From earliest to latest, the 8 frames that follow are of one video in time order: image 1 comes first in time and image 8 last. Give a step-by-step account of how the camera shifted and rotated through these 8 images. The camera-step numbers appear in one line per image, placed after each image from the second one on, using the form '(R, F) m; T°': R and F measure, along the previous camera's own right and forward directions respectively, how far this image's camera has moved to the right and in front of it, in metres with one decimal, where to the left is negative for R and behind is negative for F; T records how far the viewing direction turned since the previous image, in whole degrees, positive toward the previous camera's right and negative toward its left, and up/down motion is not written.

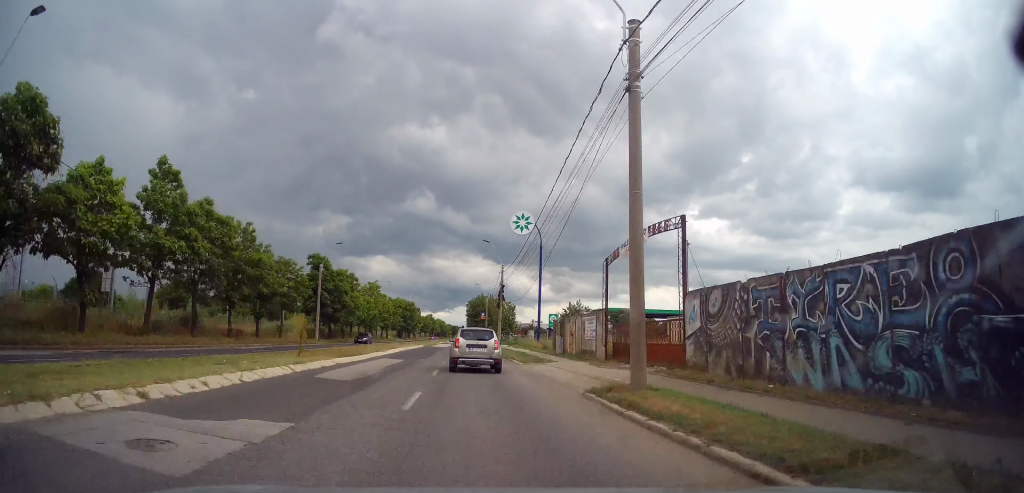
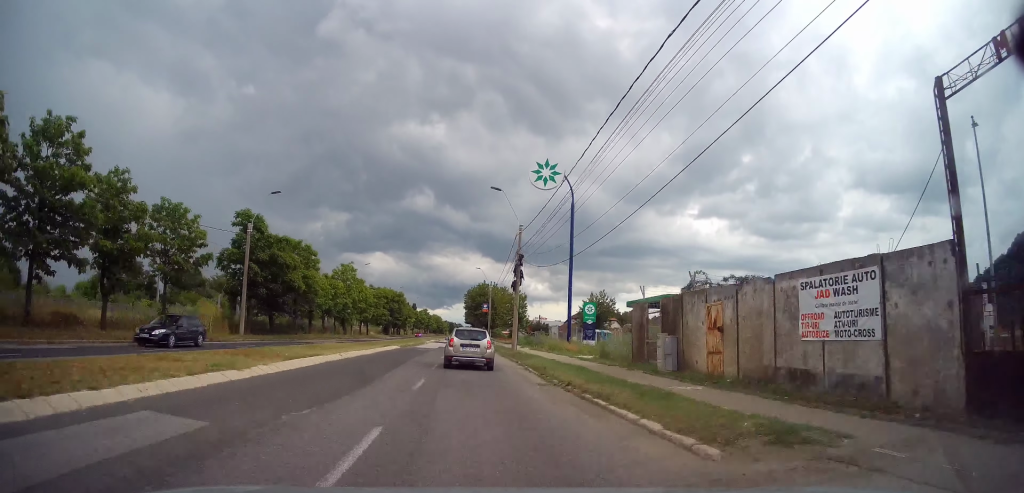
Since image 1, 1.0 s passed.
(+0.2, +20.3) m; 0°
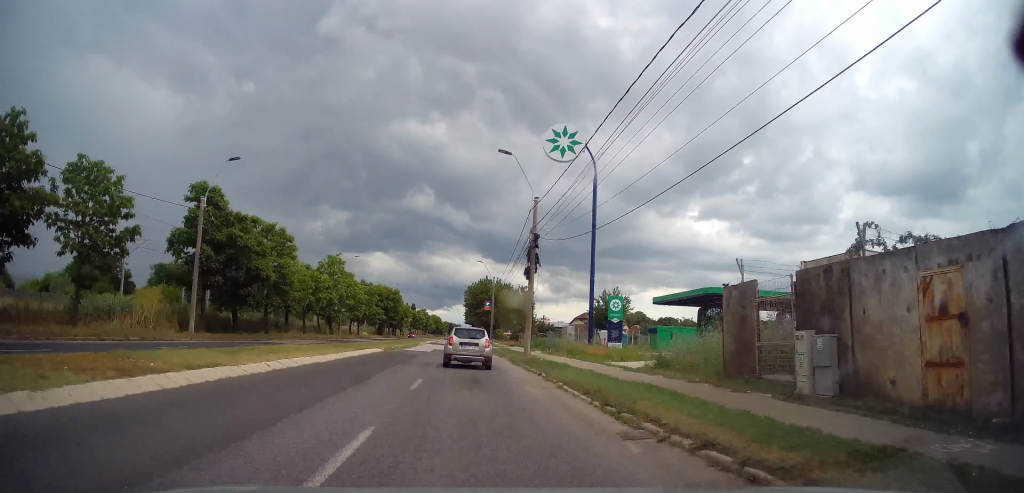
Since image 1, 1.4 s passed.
(-0.1, +7.9) m; 0°
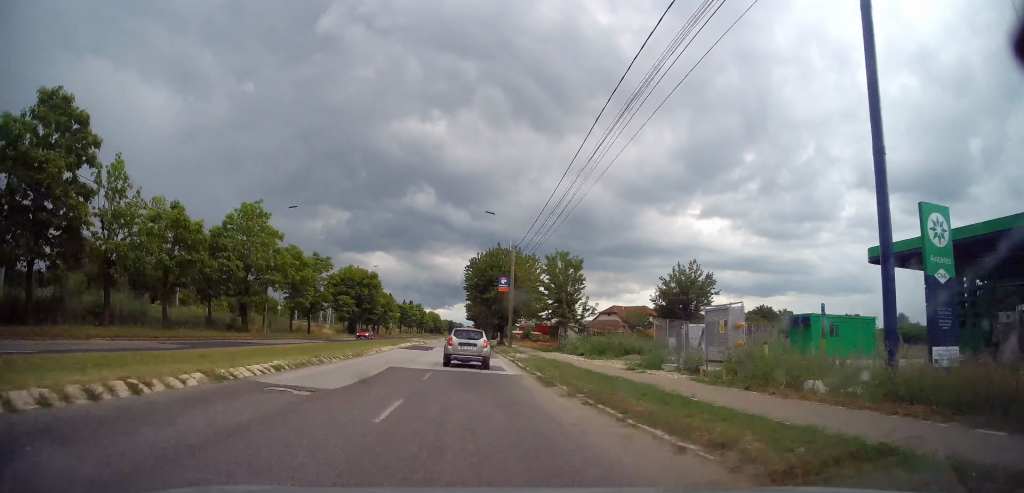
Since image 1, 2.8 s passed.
(-0.2, +28.0) m; -1°
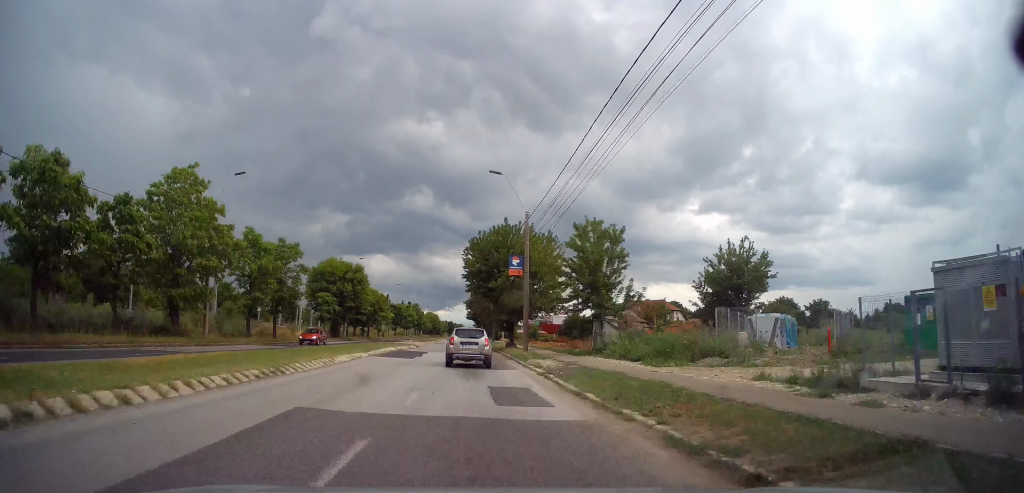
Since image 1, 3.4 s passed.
(0.0, +10.8) m; 0°
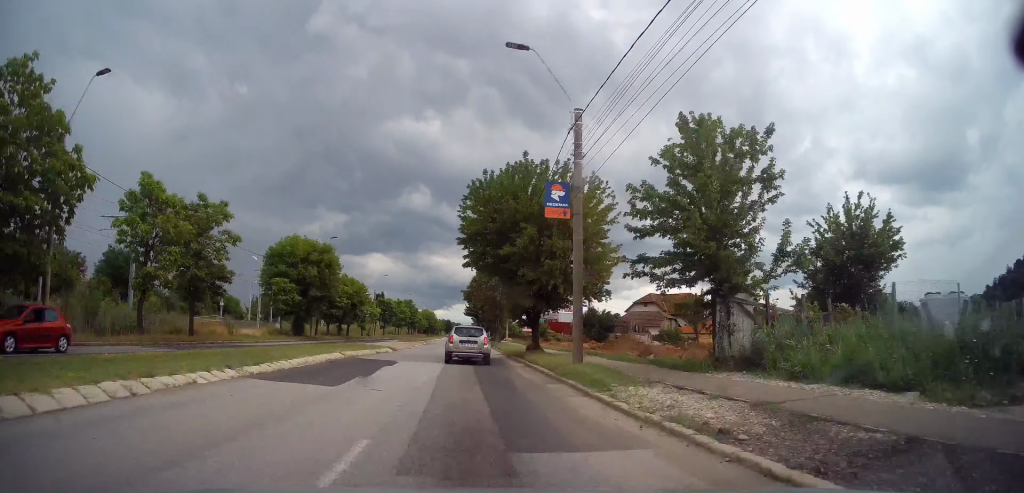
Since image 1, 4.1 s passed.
(-0.2, +14.9) m; 0°
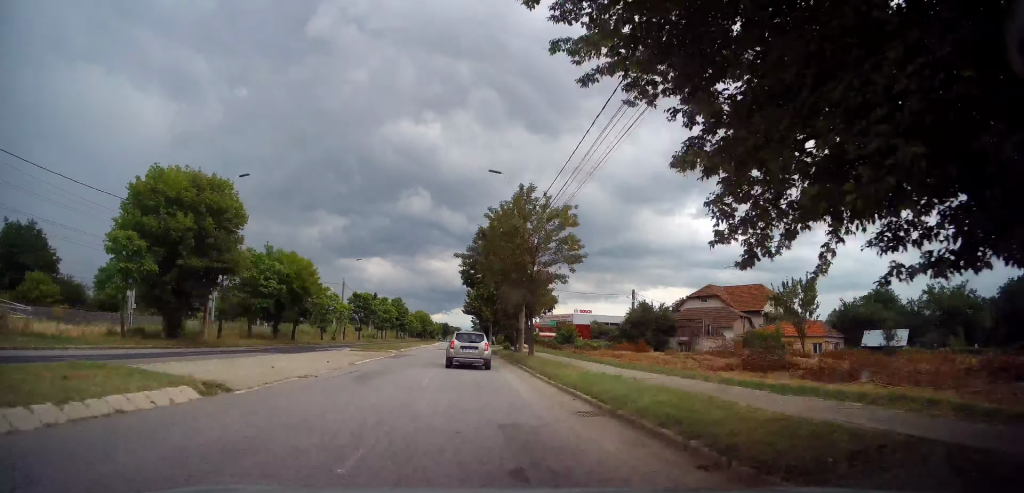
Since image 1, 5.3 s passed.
(+0.4, +24.7) m; +1°
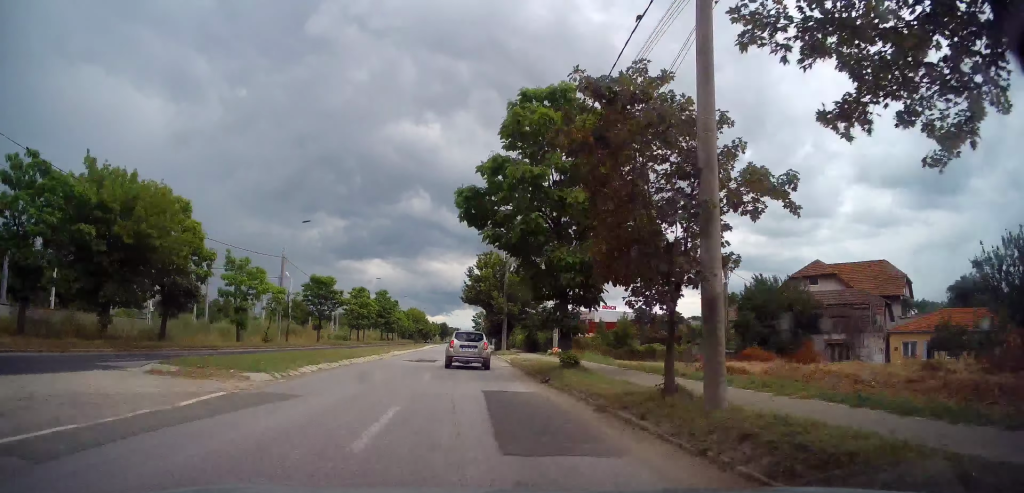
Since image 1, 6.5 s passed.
(+0.1, +24.9) m; 0°
